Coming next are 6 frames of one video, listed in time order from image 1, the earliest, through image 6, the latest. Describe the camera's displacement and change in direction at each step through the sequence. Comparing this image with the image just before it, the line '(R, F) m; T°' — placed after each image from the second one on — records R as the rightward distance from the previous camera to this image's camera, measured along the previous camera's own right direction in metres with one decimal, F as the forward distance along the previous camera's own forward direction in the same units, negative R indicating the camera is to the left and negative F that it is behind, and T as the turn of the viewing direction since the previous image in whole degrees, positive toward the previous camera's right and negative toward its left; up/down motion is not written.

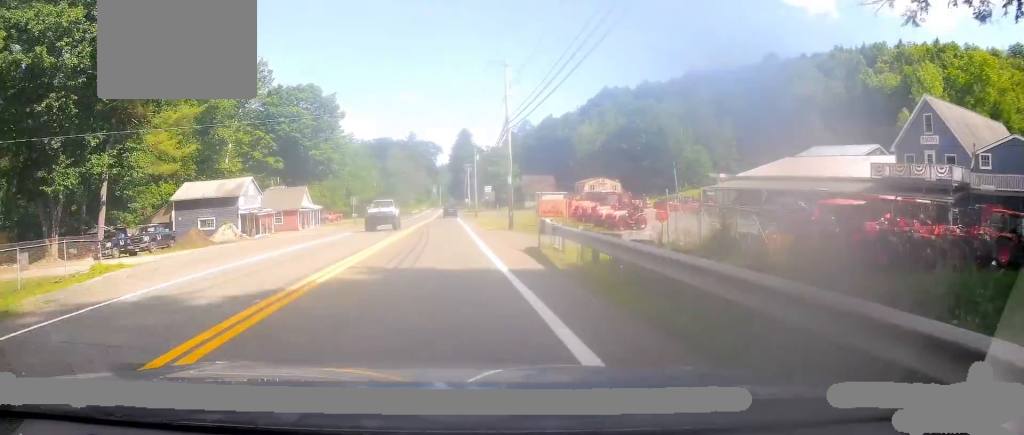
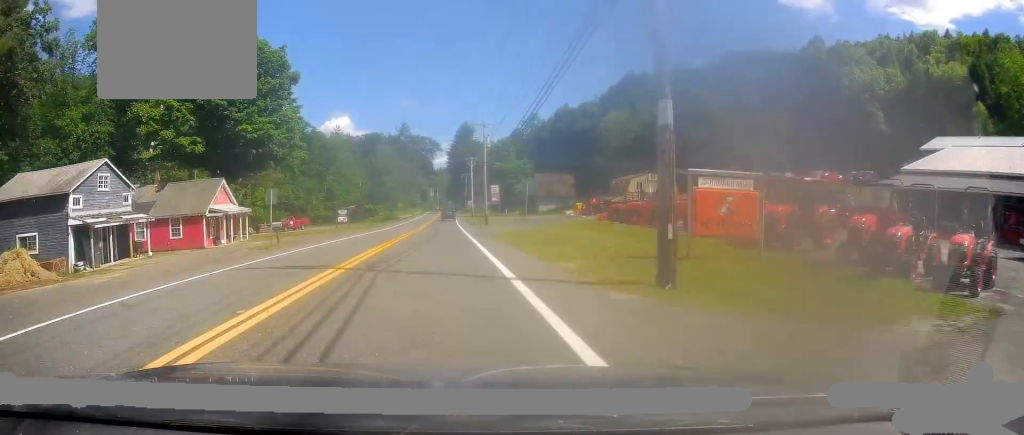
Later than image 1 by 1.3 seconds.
(-0.3, +25.2) m; -1°
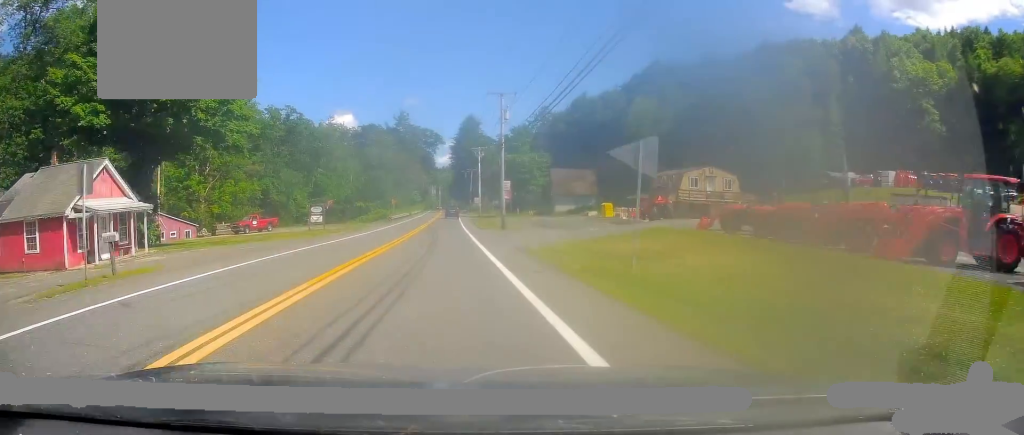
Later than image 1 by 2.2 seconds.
(0.0, +17.1) m; 0°
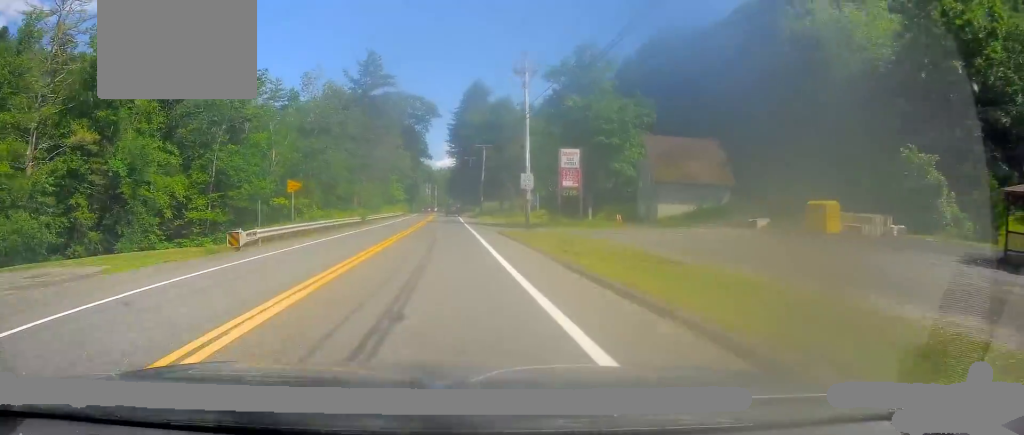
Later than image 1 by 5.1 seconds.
(-0.1, +54.4) m; -1°
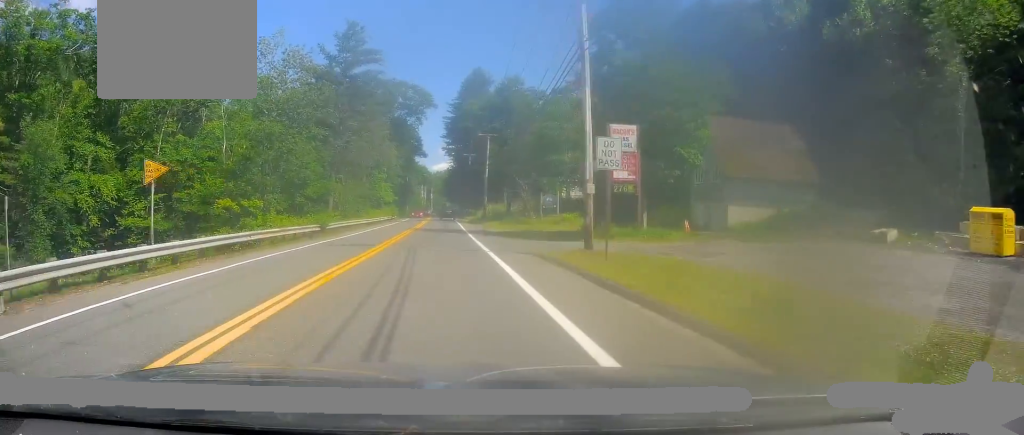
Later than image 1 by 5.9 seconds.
(-0.1, +15.1) m; +1°
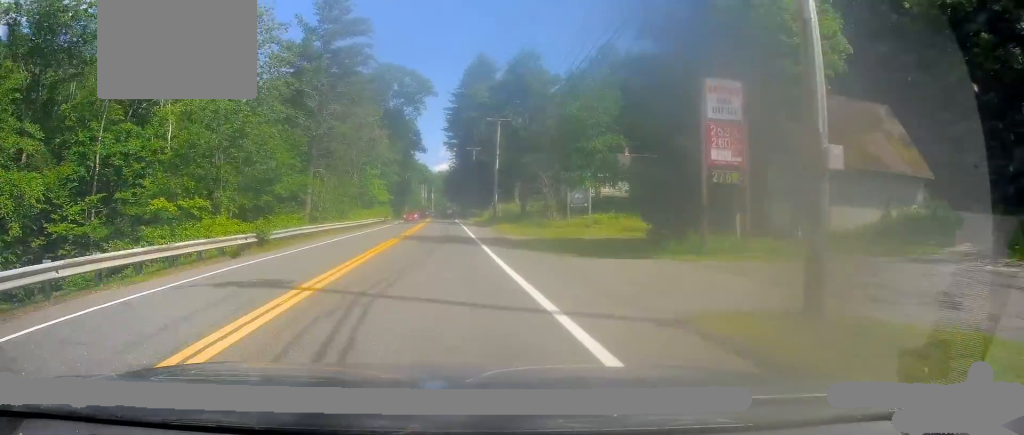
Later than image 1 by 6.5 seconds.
(+0.3, +11.3) m; +1°
